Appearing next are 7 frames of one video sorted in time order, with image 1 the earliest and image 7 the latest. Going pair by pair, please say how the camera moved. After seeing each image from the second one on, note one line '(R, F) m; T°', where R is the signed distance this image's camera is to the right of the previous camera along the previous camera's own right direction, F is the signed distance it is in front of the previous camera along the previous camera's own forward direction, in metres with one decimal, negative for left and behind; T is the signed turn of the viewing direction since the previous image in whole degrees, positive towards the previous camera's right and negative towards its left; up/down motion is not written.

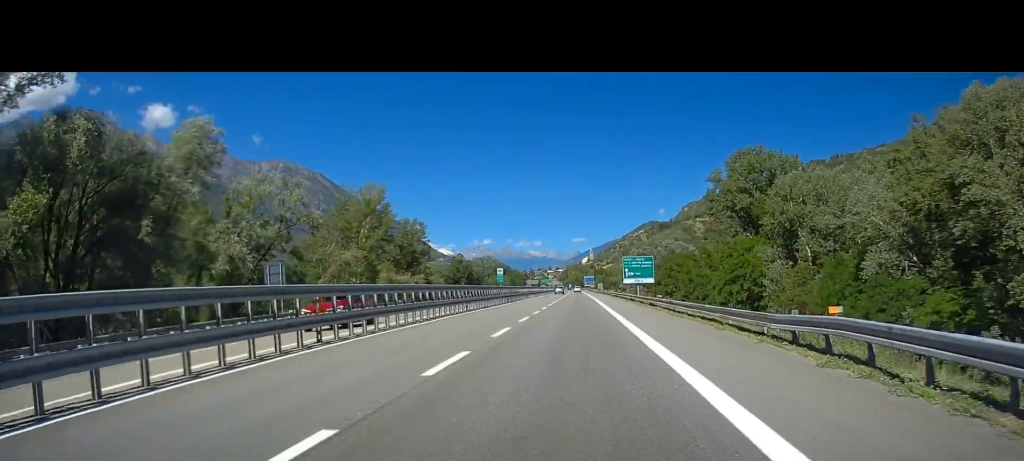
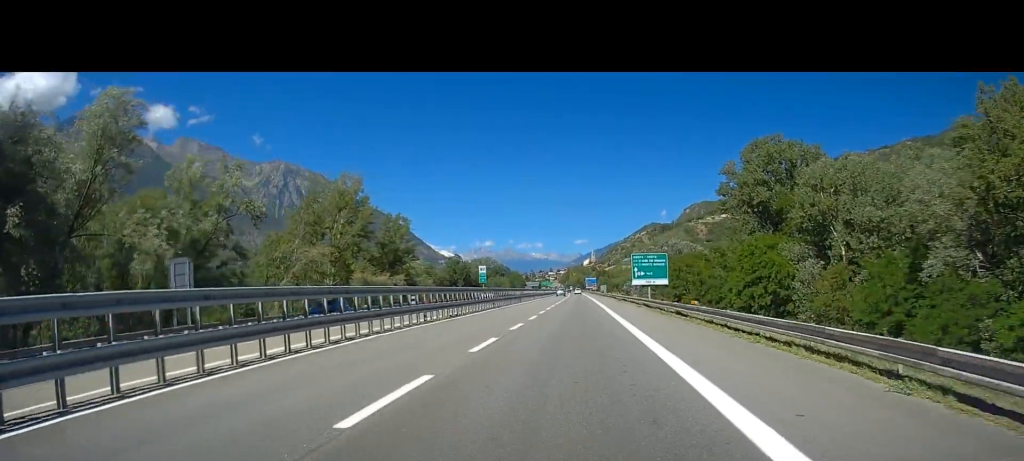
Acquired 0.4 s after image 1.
(0.0, +10.8) m; 0°
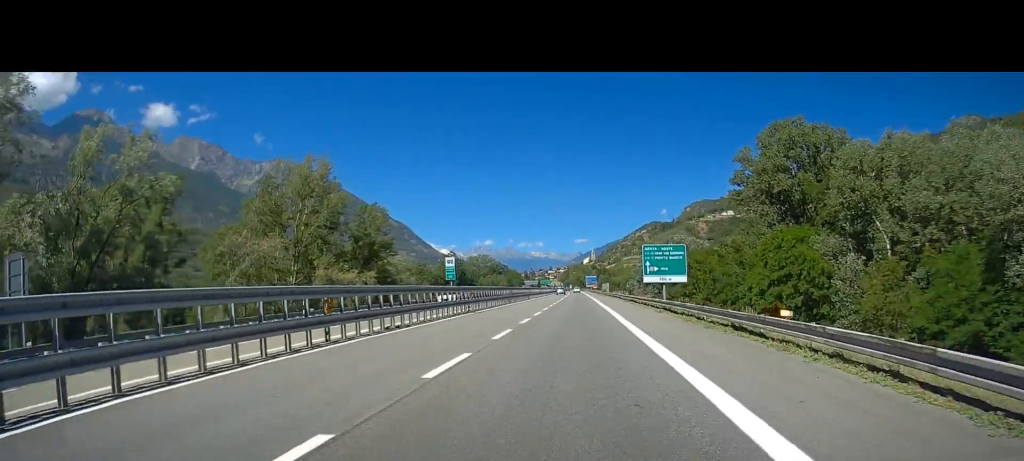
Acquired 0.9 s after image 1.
(0.0, +11.3) m; 0°
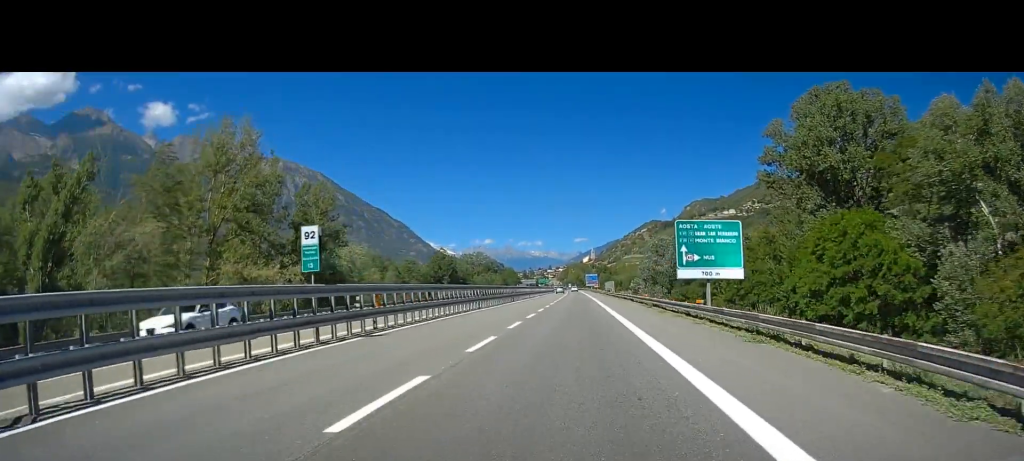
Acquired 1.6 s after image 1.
(0.0, +18.4) m; 0°
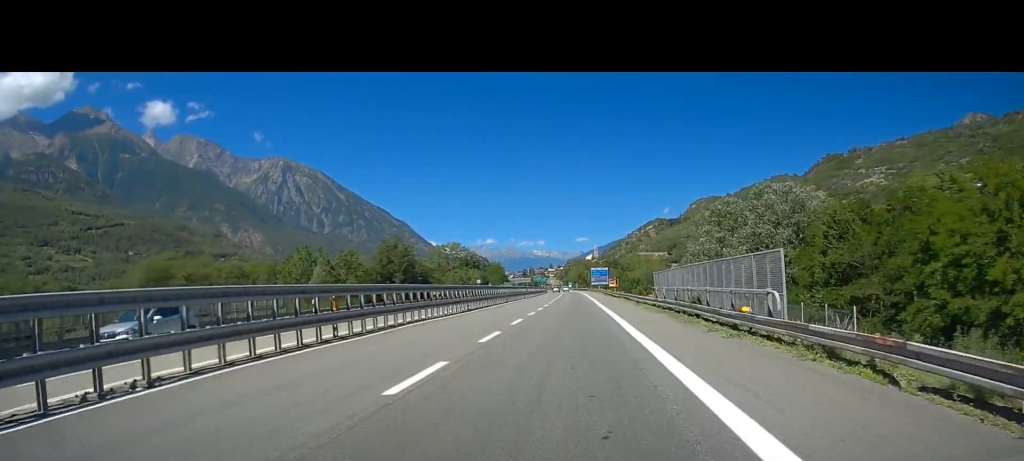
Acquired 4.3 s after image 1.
(+1.0, +72.0) m; +1°
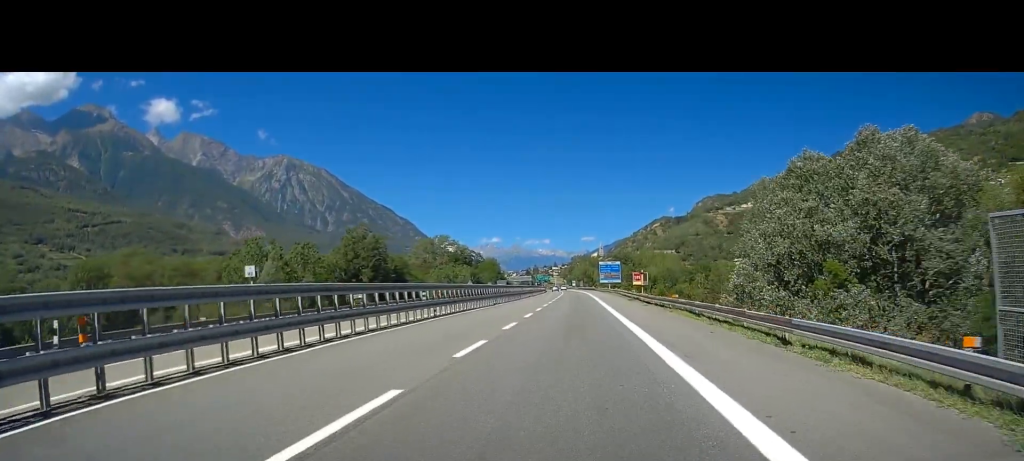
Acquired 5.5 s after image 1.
(-0.6, +32.9) m; -1°
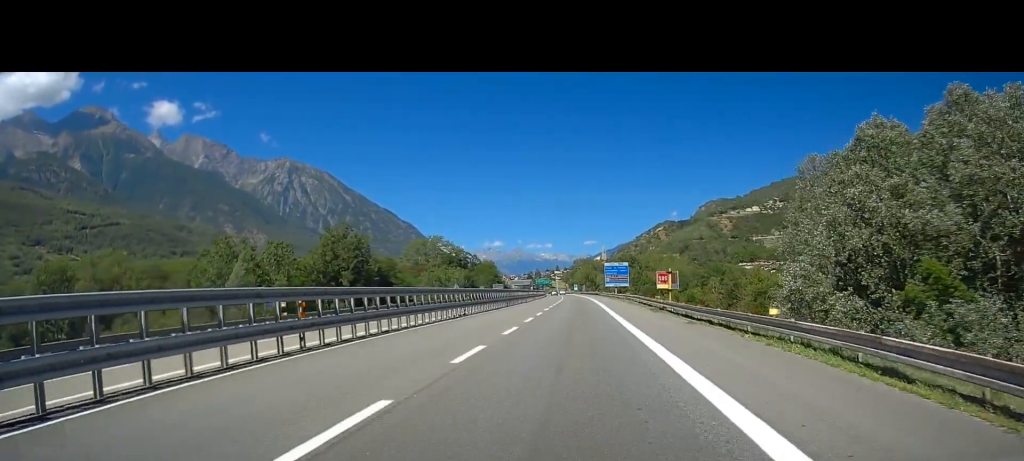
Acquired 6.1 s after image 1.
(0.0, +15.4) m; 0°
